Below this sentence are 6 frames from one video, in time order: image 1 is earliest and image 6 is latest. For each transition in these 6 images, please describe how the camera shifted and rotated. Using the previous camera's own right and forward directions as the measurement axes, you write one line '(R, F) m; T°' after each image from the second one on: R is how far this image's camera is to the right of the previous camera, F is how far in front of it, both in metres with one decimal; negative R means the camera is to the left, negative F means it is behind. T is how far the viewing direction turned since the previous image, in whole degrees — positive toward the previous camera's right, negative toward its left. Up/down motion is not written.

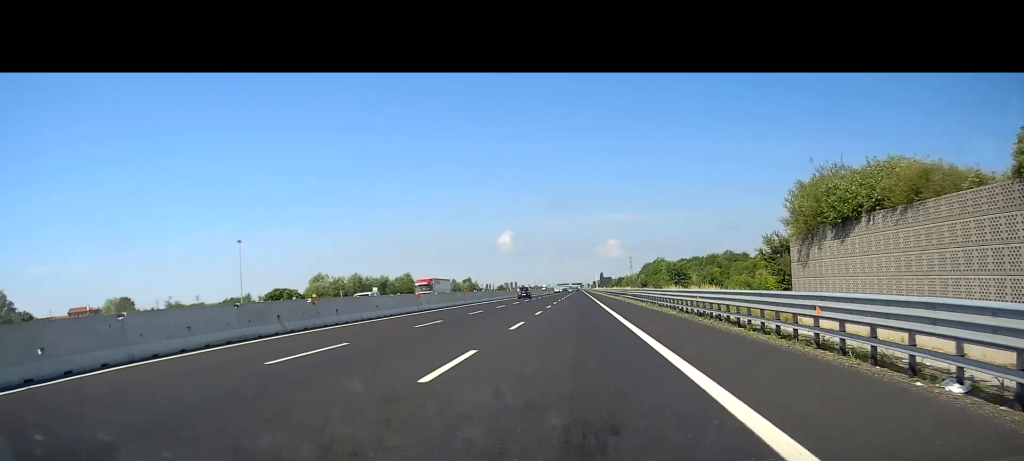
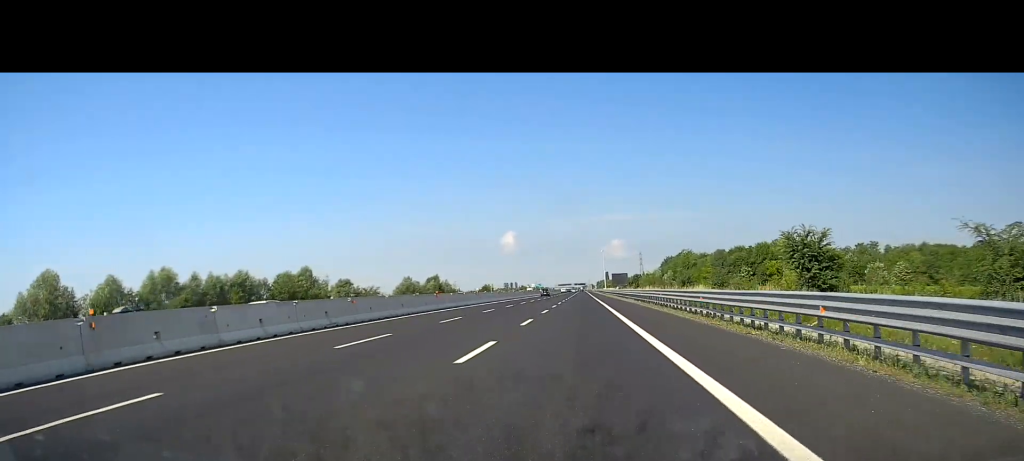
(+0.9, +68.1) m; 0°
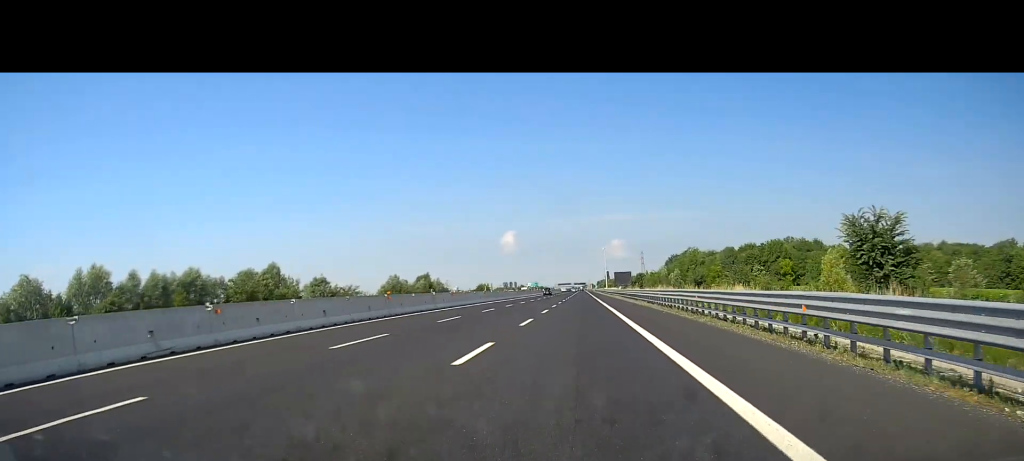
(-0.1, +12.4) m; 0°
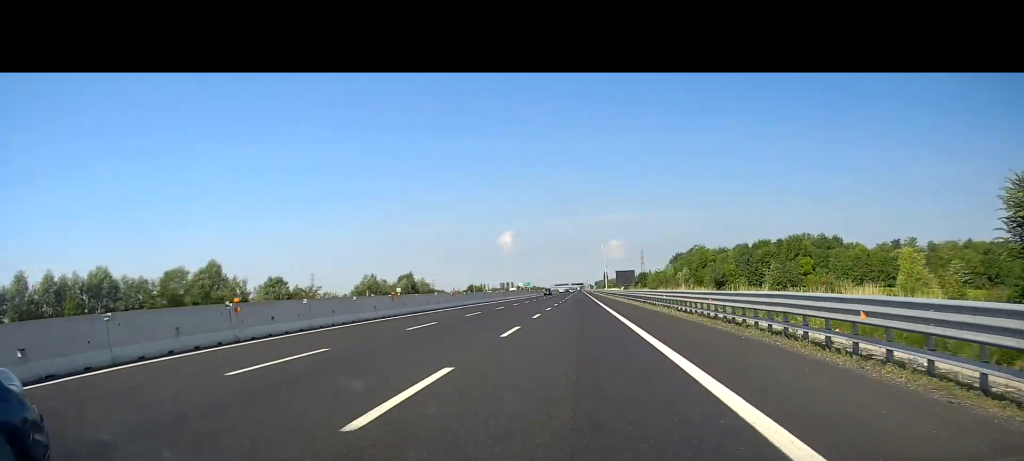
(-0.3, +16.8) m; 0°
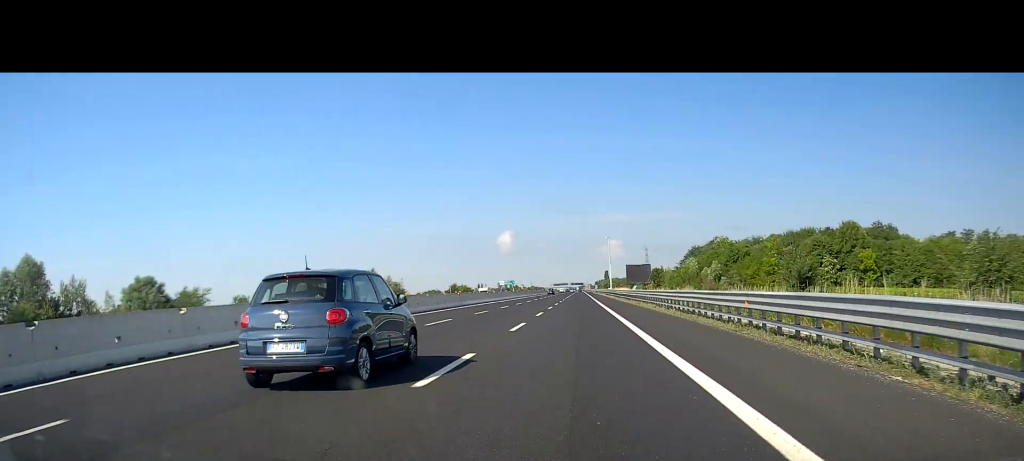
(+0.4, +32.6) m; +1°
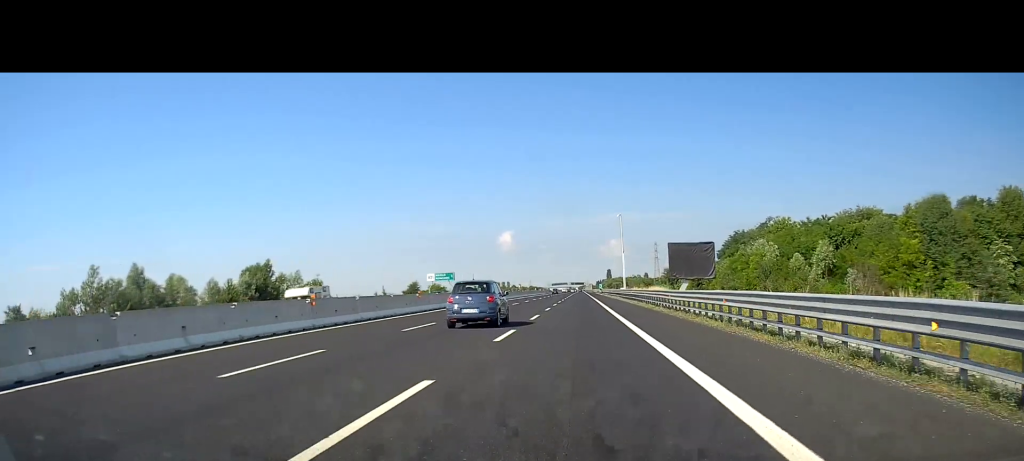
(+0.1, +51.0) m; 0°
